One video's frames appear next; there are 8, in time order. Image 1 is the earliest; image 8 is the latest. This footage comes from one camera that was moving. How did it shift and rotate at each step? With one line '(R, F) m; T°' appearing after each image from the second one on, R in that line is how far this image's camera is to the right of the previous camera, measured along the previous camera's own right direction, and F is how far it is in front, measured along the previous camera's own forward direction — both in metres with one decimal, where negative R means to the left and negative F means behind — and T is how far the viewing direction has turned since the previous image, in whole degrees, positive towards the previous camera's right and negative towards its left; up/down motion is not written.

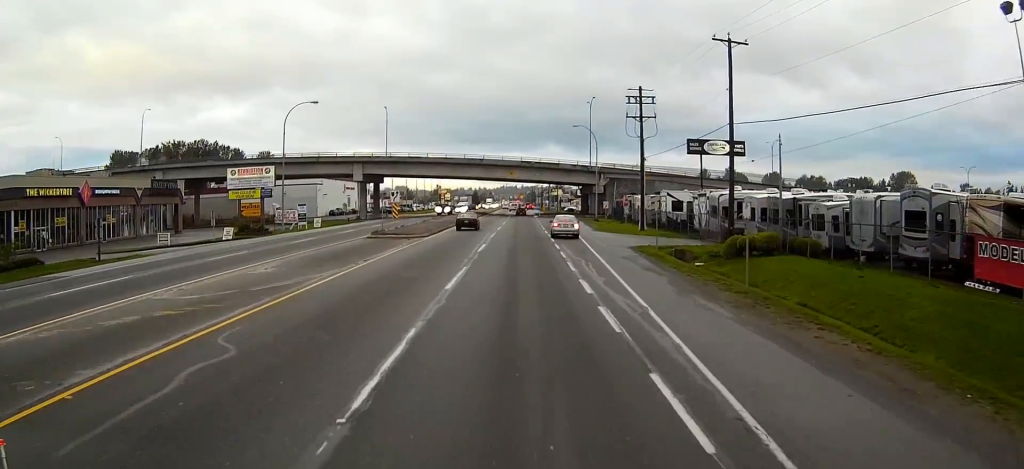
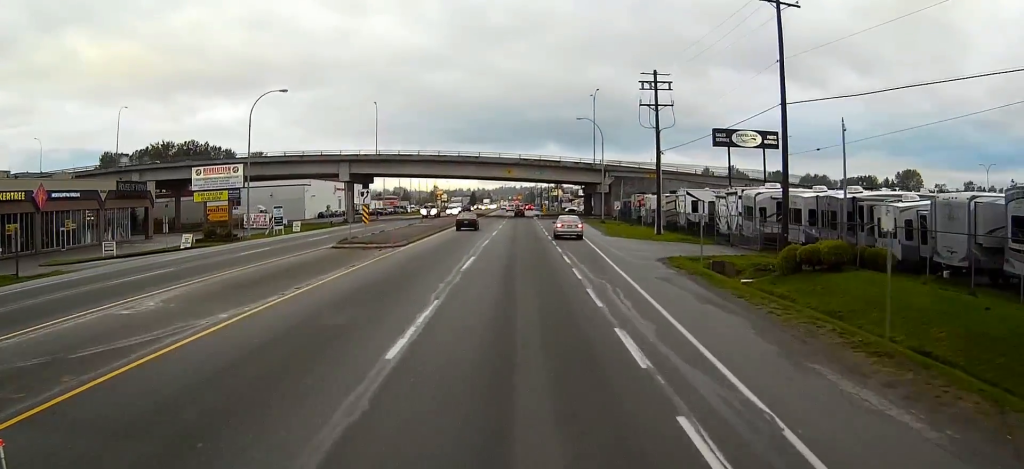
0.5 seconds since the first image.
(0.0, +8.7) m; 0°
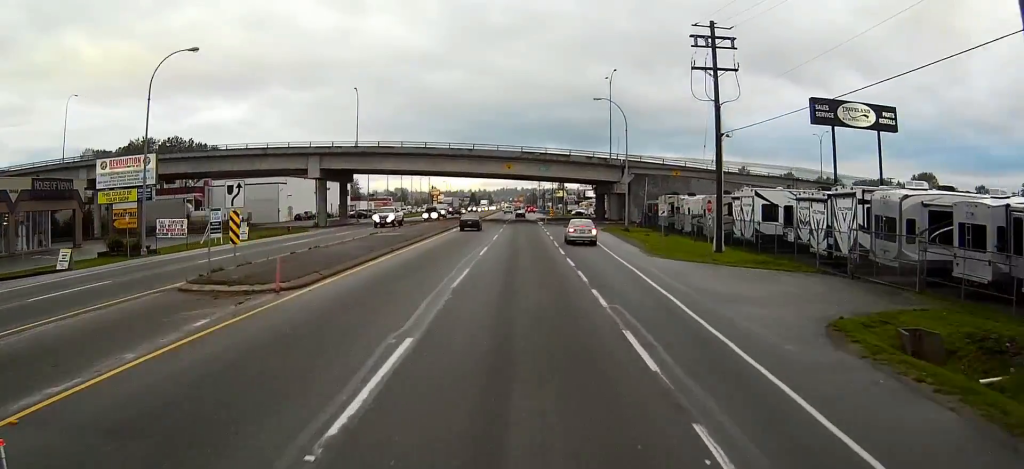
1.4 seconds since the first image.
(0.0, +17.5) m; 0°
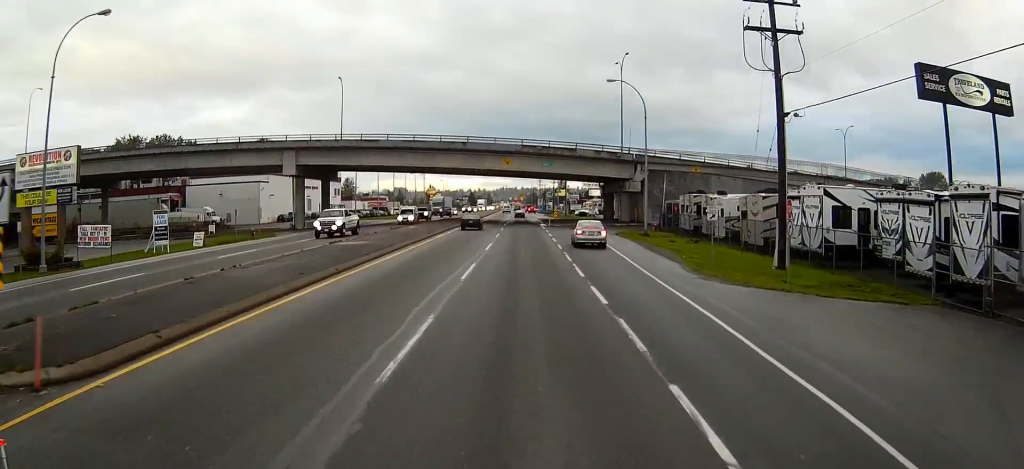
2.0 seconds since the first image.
(0.0, +10.2) m; 0°
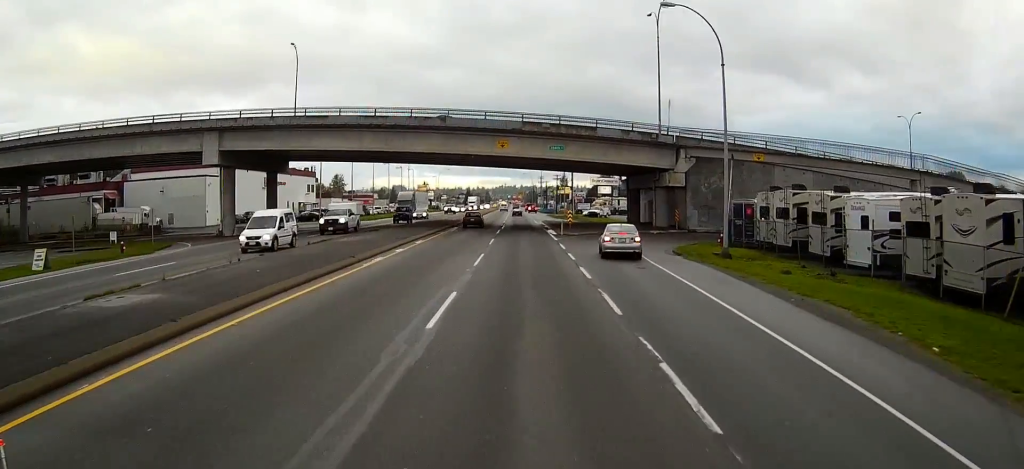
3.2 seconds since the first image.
(0.0, +22.7) m; 0°
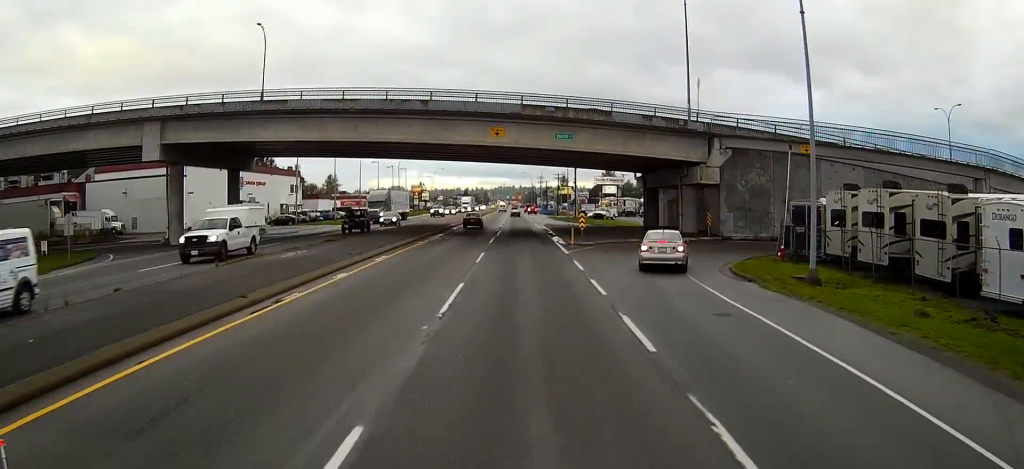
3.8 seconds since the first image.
(0.0, +11.0) m; 0°
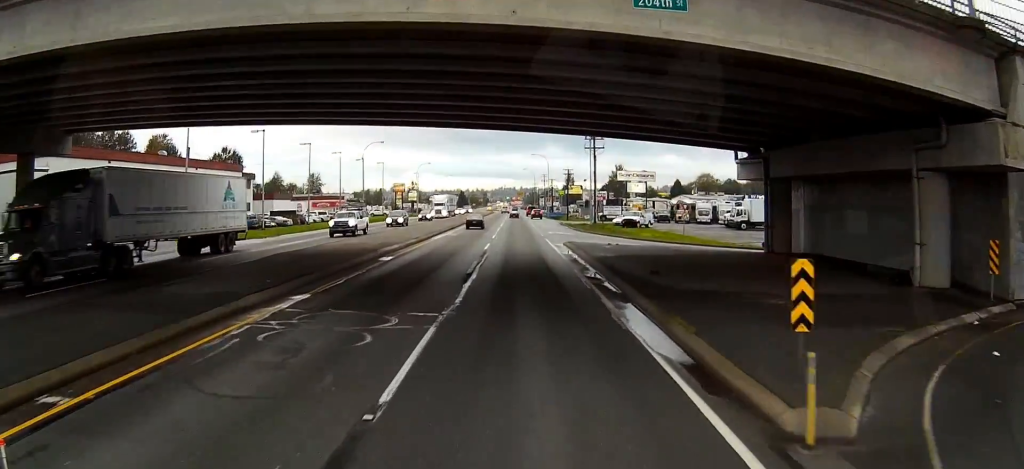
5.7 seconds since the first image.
(-0.1, +33.5) m; 0°
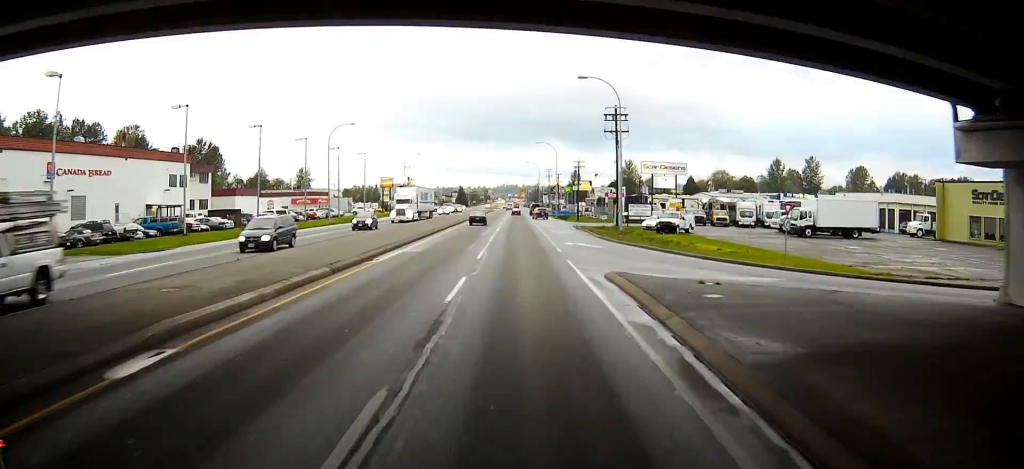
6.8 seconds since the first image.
(+0.1, +20.7) m; +1°
